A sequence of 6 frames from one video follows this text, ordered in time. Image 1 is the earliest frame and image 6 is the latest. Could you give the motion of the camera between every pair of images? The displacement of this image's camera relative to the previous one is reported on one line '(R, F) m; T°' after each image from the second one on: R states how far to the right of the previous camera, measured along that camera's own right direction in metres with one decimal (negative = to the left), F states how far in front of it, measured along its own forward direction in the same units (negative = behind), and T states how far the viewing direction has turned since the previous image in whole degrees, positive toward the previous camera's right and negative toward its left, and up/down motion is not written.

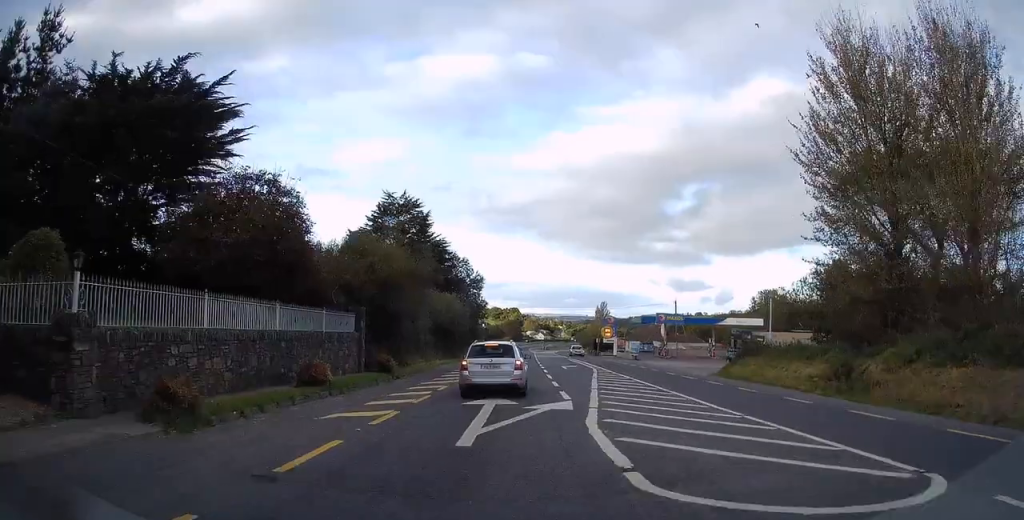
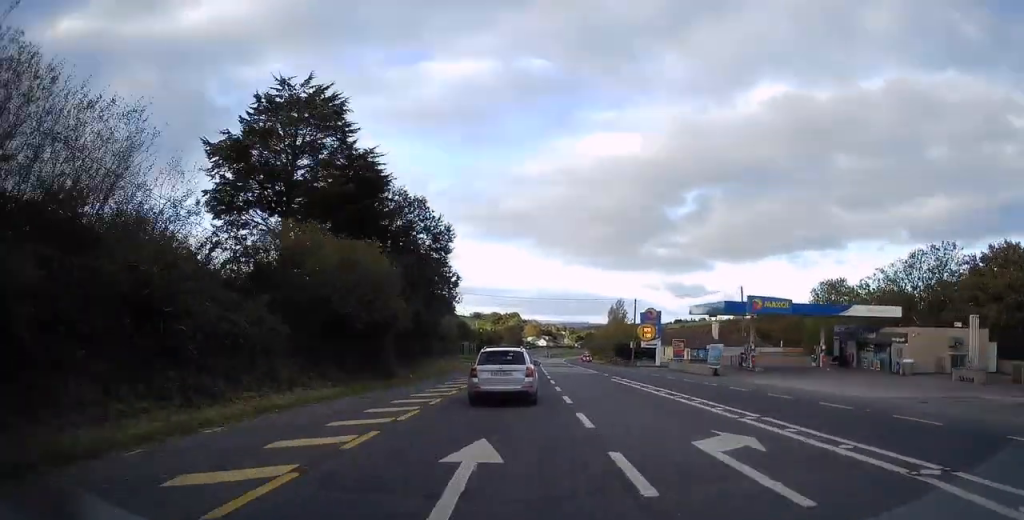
(0.0, +30.0) m; 0°
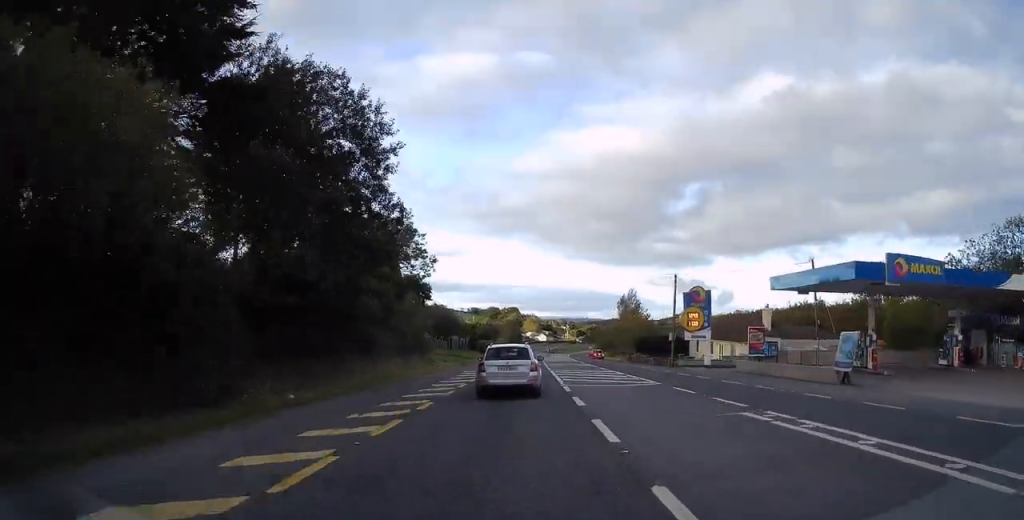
(0.0, +18.9) m; 0°
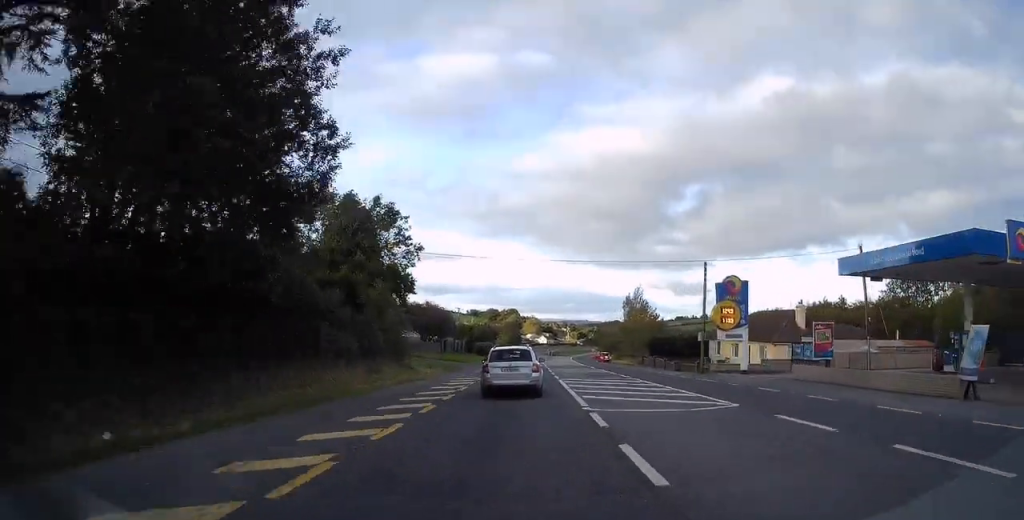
(0.0, +8.9) m; 0°
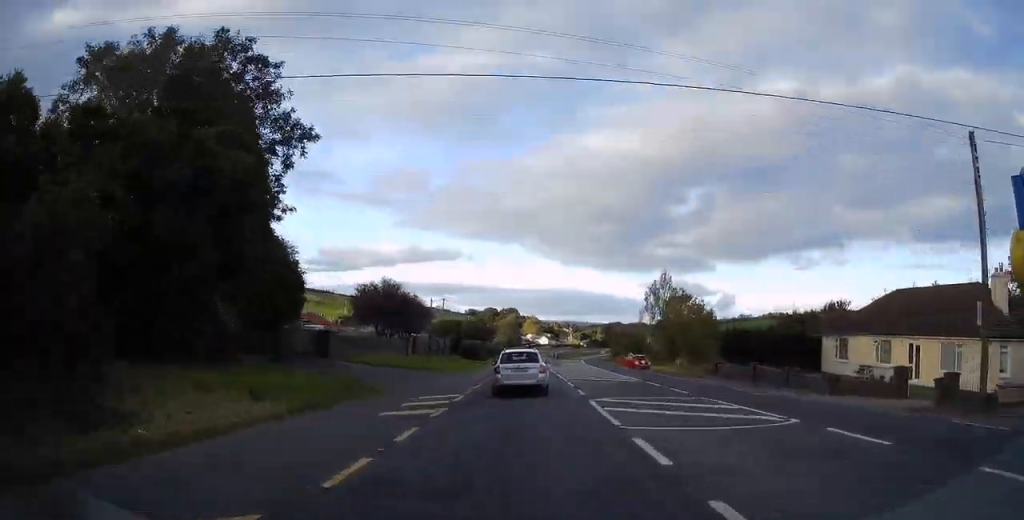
(0.0, +27.6) m; 0°
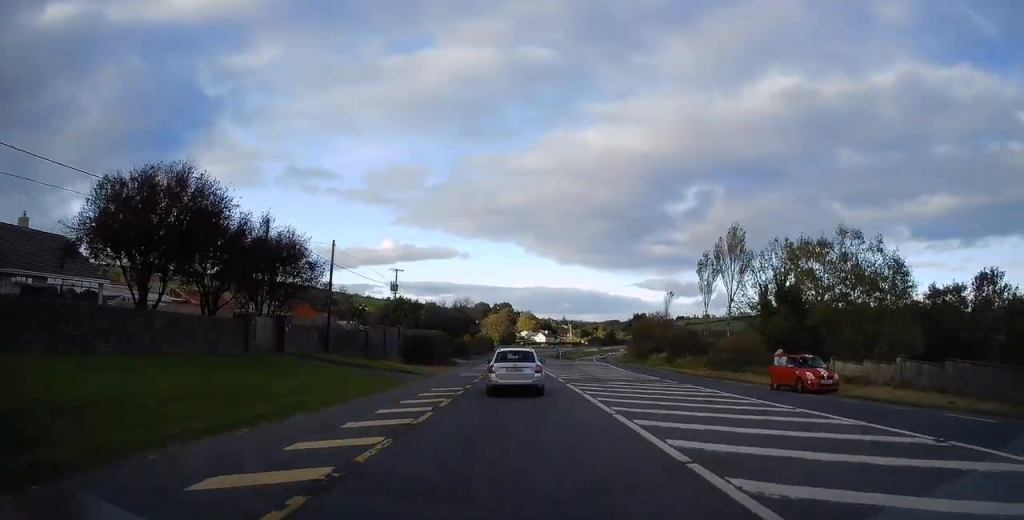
(+0.1, +32.7) m; +1°
